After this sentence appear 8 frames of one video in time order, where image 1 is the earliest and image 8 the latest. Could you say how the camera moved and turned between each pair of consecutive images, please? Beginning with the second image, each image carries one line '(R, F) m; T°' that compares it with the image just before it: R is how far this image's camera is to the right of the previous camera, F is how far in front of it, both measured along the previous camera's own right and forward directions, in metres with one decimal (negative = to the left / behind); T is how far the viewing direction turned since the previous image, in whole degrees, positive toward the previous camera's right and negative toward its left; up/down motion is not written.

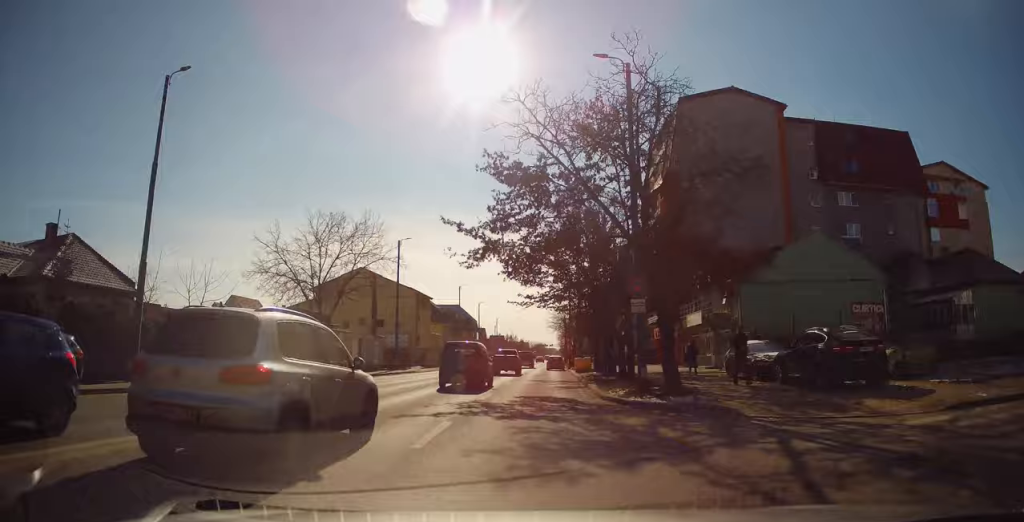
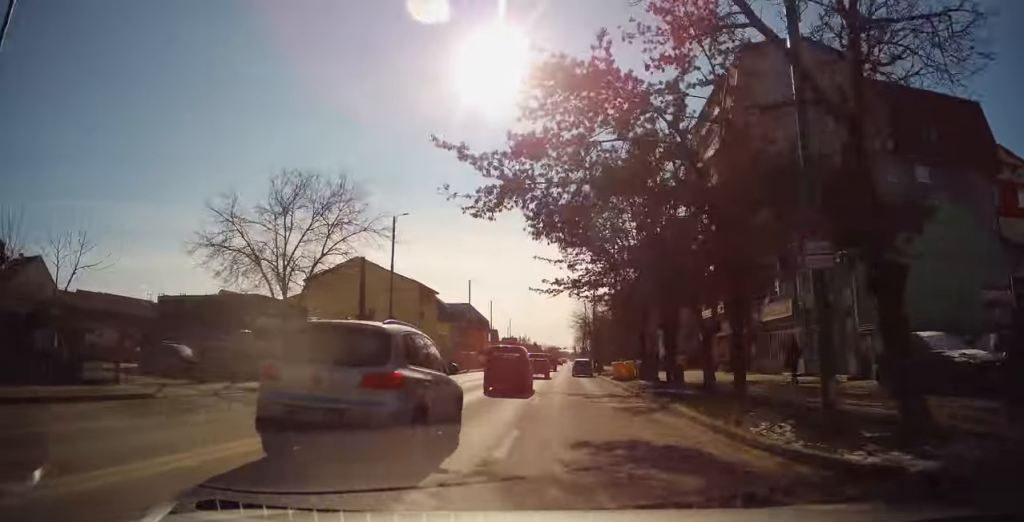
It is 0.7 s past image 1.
(-0.5, +9.2) m; -1°
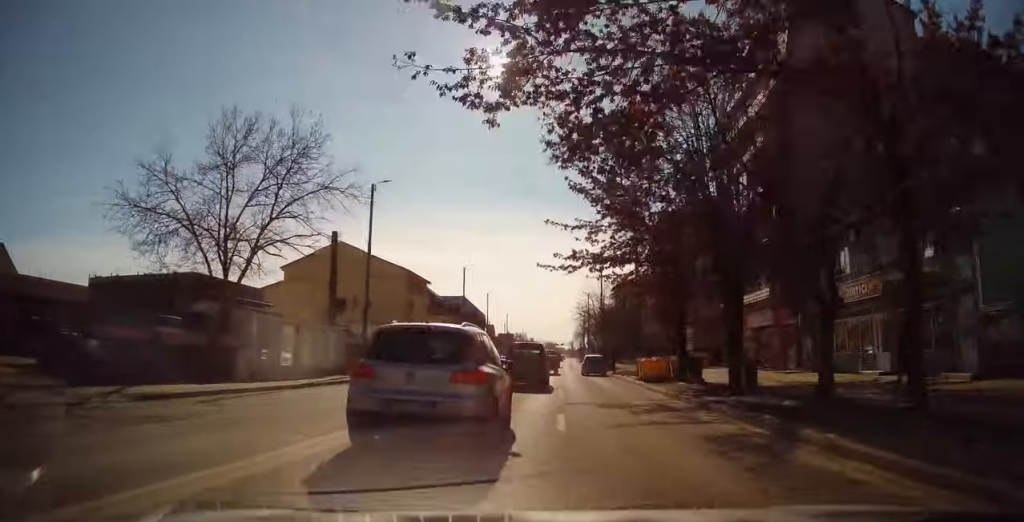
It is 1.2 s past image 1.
(-0.1, +6.9) m; 0°
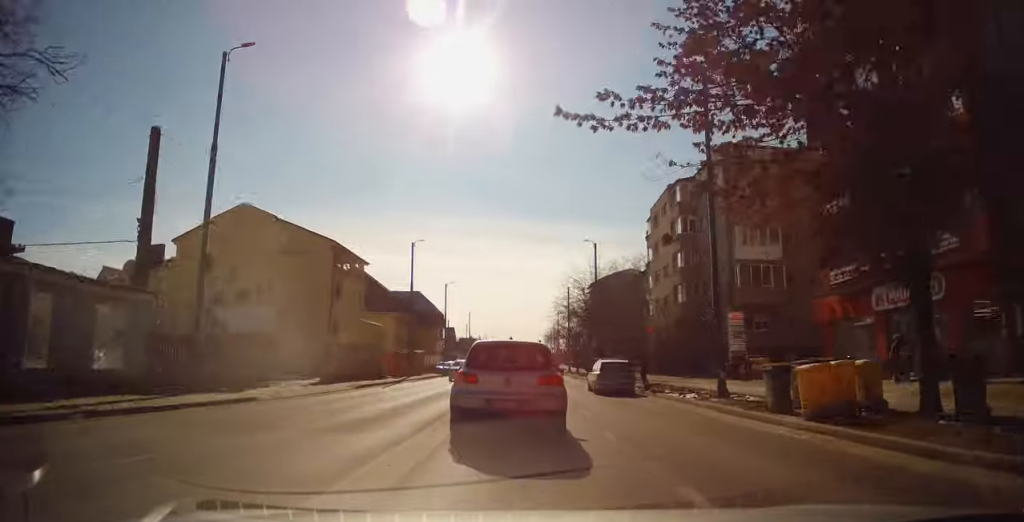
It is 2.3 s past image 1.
(+0.6, +16.0) m; +4°
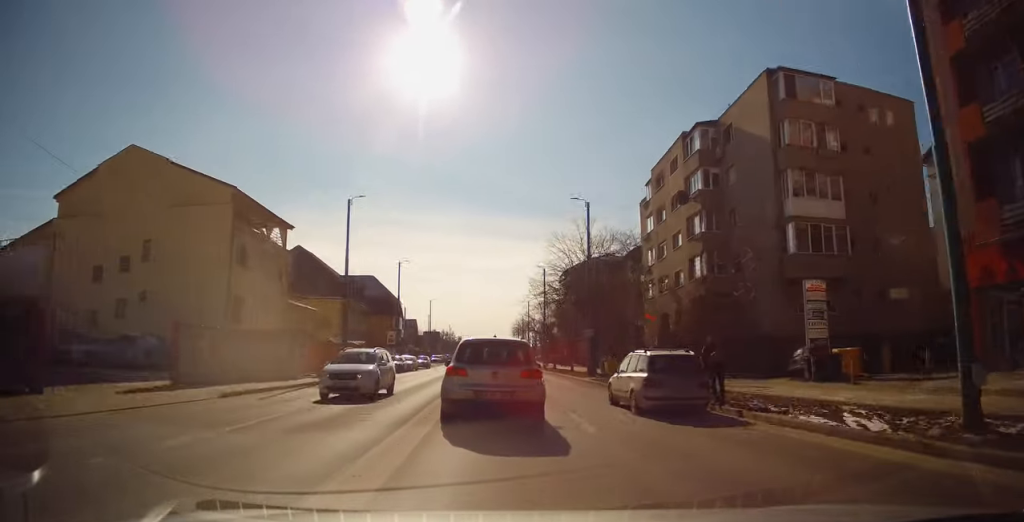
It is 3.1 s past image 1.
(+0.2, +11.0) m; +3°
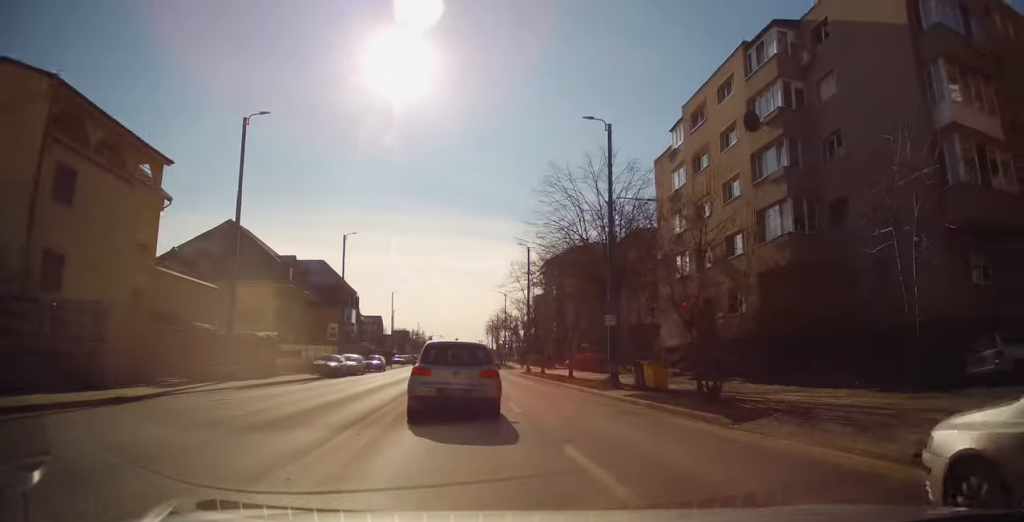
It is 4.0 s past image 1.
(+0.3, +12.6) m; +3°
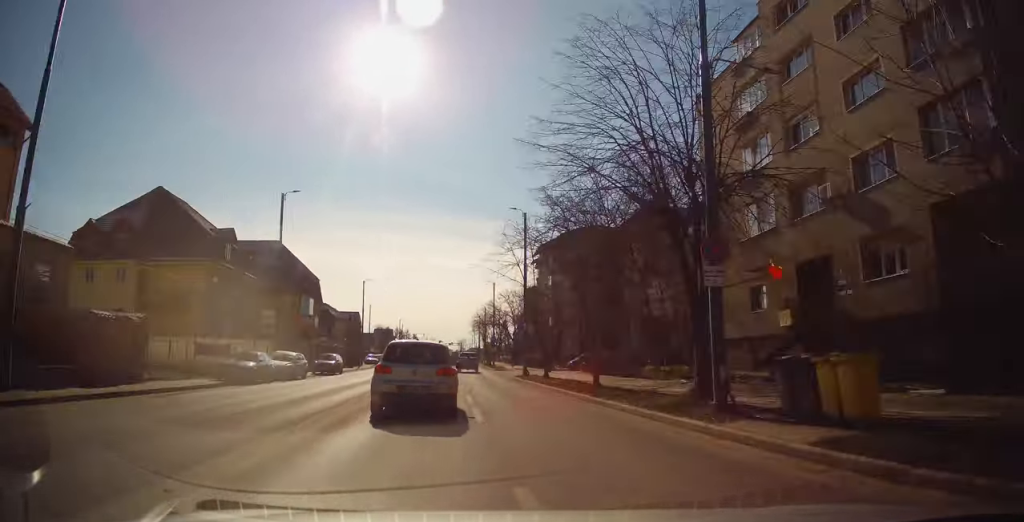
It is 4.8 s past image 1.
(+0.2, +11.1) m; +2°
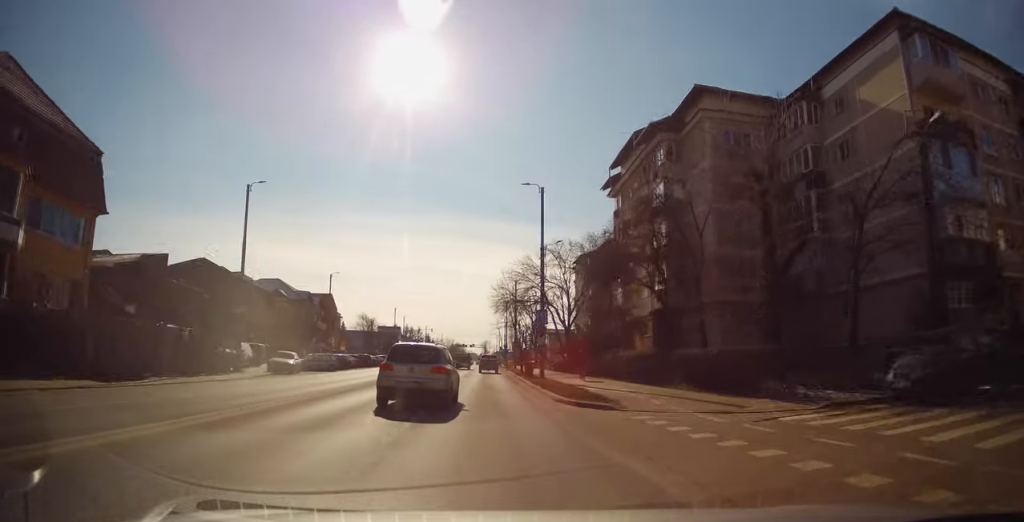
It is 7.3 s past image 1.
(-0.3, +40.5) m; -2°
